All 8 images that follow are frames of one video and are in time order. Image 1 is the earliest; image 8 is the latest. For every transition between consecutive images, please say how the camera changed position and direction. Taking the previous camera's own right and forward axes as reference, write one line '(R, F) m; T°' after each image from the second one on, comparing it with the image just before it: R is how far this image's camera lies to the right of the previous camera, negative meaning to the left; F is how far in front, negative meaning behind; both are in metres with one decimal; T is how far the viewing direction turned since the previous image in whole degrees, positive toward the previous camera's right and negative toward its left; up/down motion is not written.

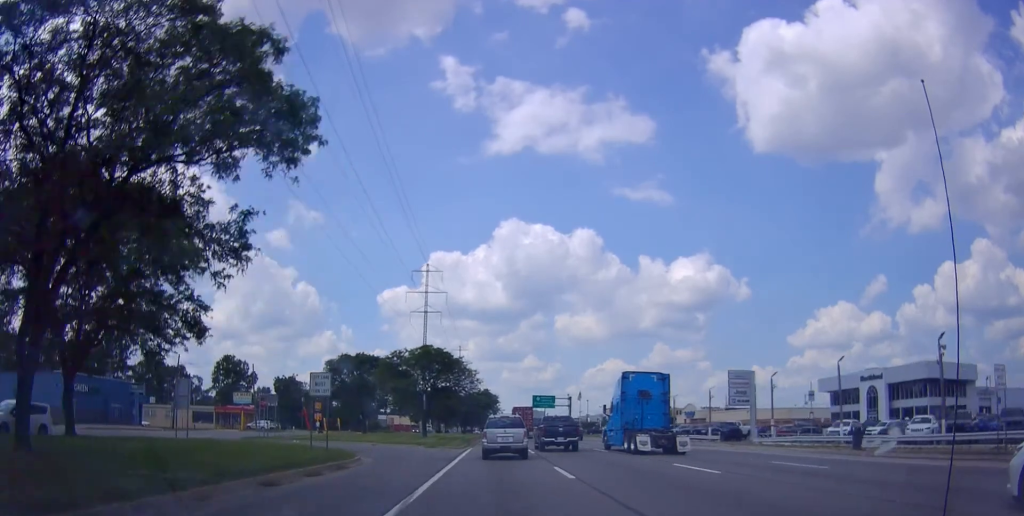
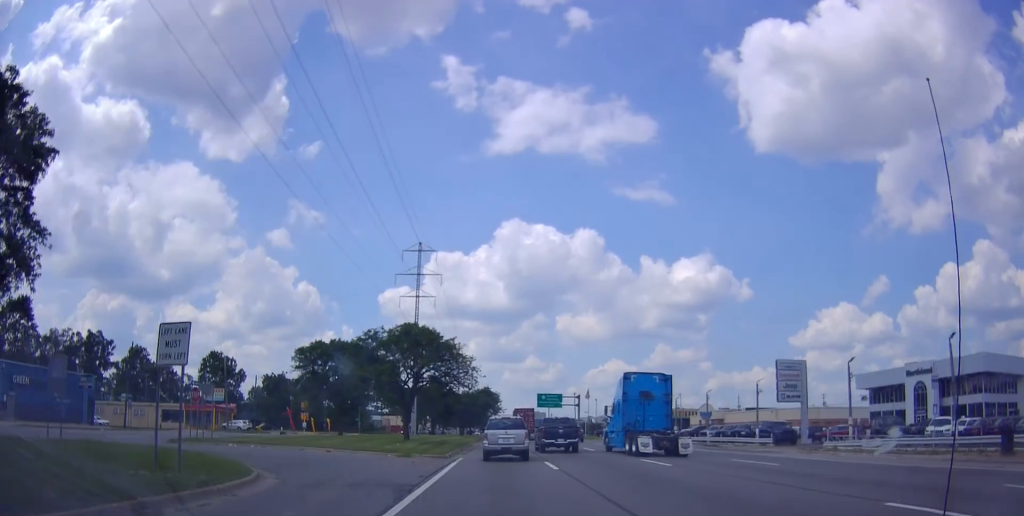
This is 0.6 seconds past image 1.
(+0.1, +11.5) m; -1°
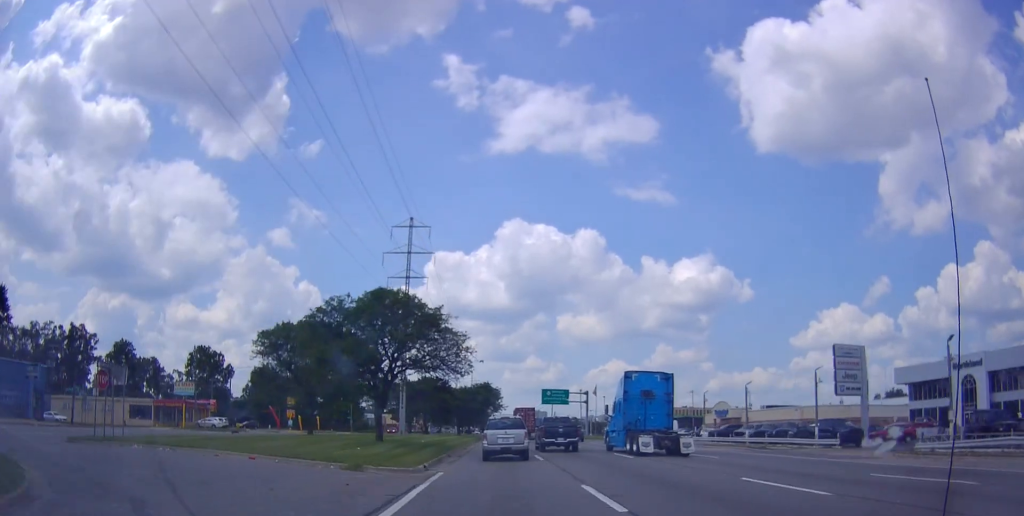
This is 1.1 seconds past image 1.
(-0.3, +10.0) m; 0°
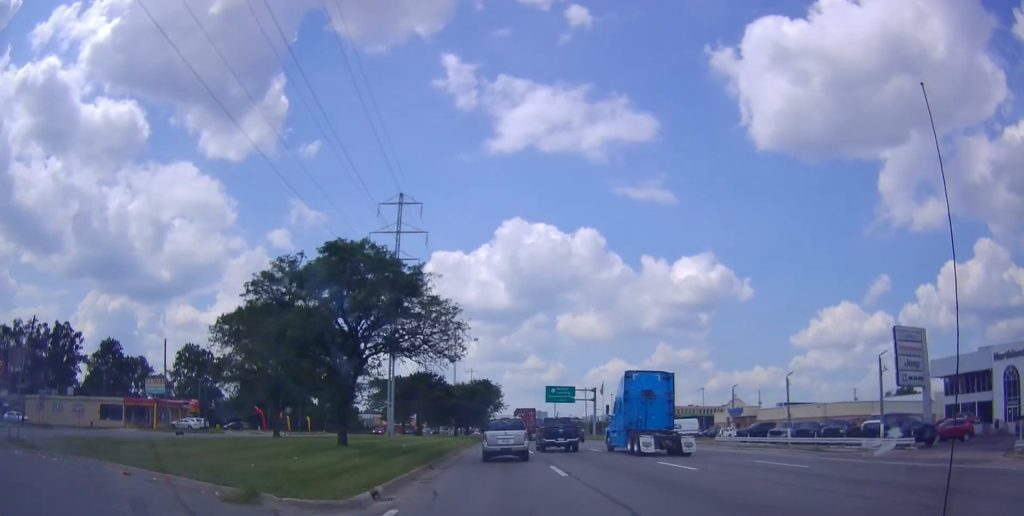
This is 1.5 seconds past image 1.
(-0.2, +8.0) m; 0°
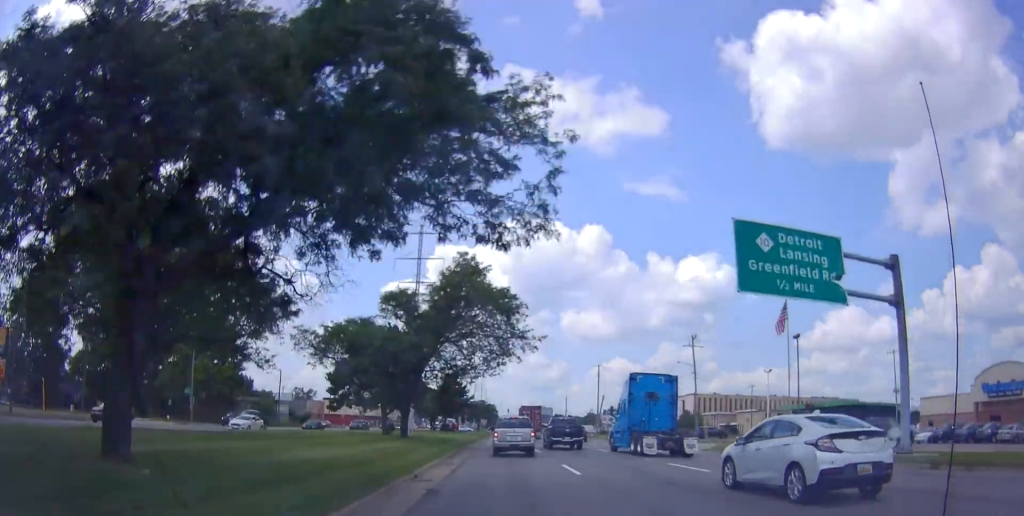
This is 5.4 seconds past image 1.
(-1.1, +77.2) m; -2°
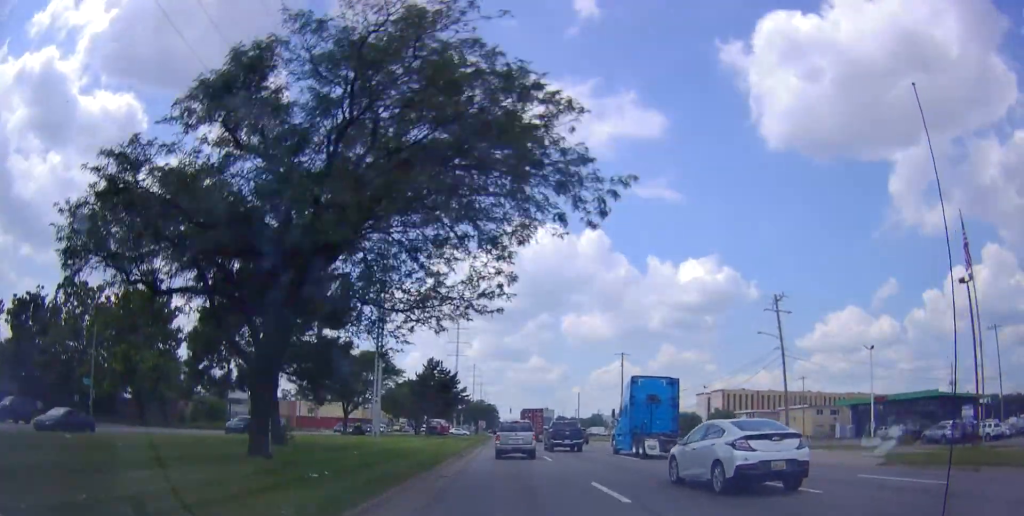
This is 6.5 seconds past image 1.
(0.0, +20.5) m; +2°
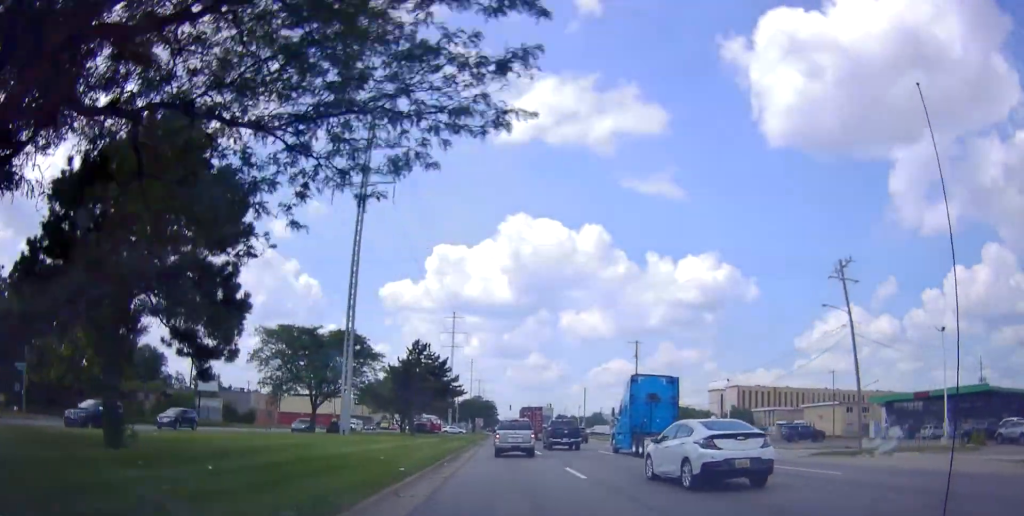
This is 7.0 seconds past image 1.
(+0.3, +10.2) m; +1°
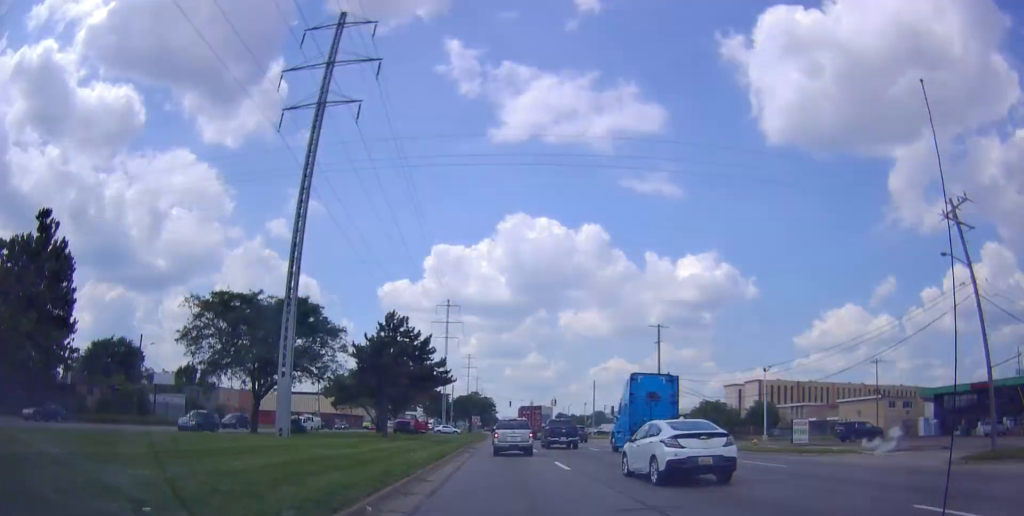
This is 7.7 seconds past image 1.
(+0.2, +12.1) m; +1°
